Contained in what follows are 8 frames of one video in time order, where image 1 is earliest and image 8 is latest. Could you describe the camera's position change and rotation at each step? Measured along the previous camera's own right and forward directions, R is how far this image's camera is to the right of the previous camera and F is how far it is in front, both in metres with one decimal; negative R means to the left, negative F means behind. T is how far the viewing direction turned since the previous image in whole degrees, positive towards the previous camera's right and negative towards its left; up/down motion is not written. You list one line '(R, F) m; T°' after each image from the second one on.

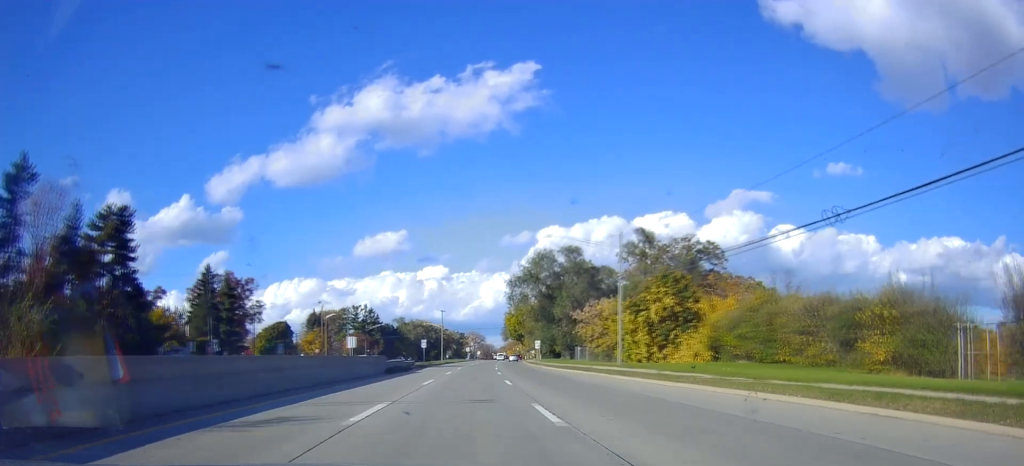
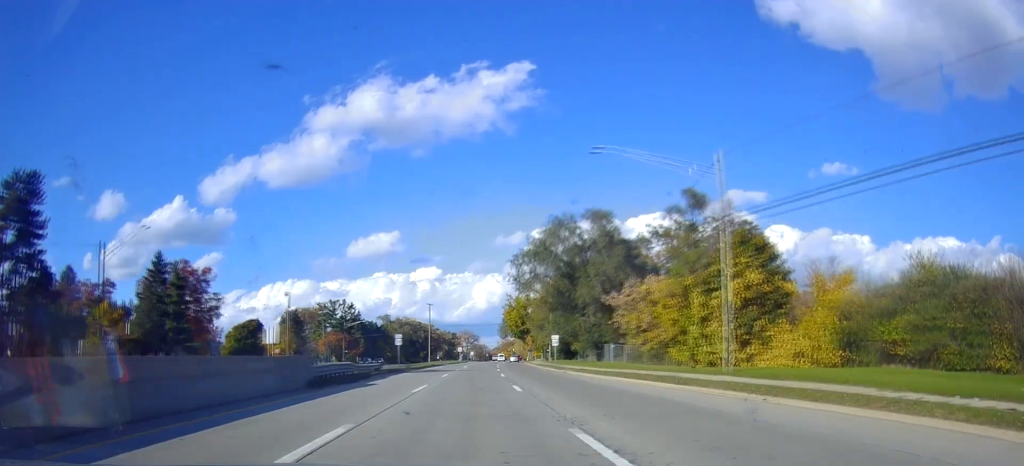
(0.0, +20.6) m; +2°
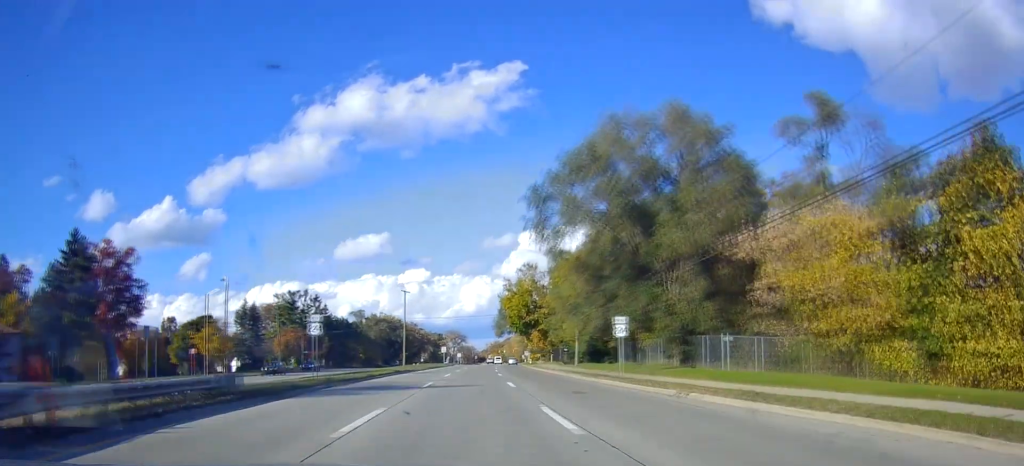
(+1.2, +26.8) m; +2°
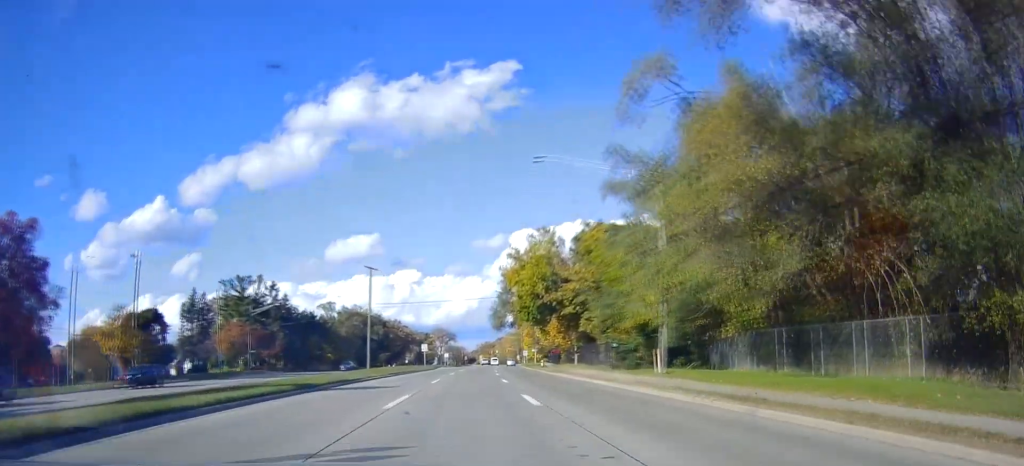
(-0.6, +25.2) m; 0°
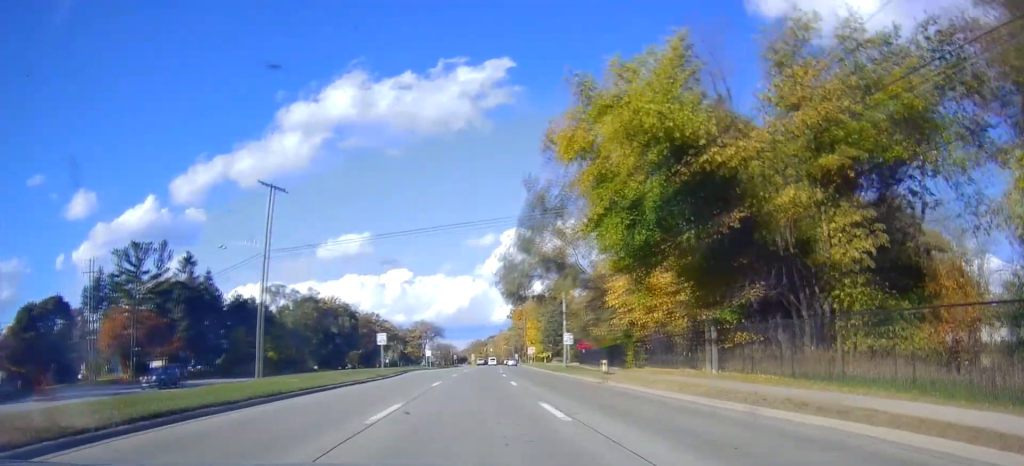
(+1.7, +34.0) m; +3°
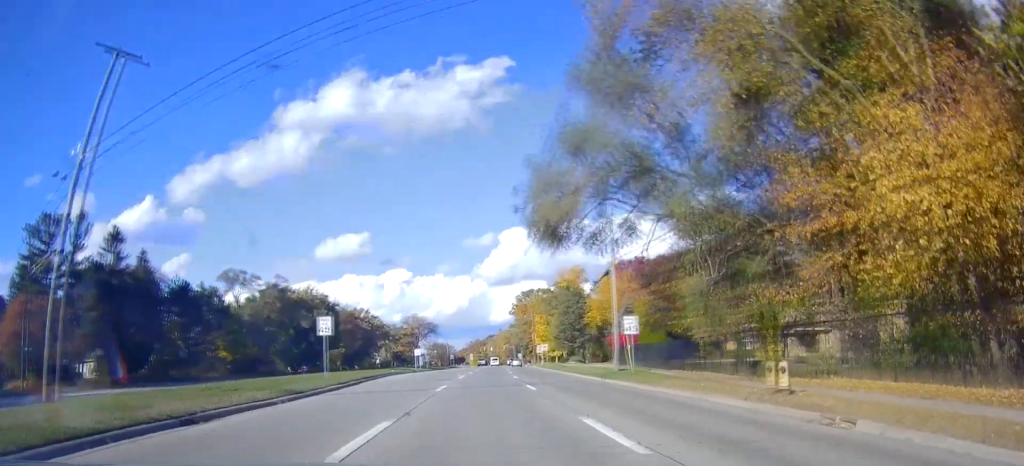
(-0.2, +18.7) m; -1°
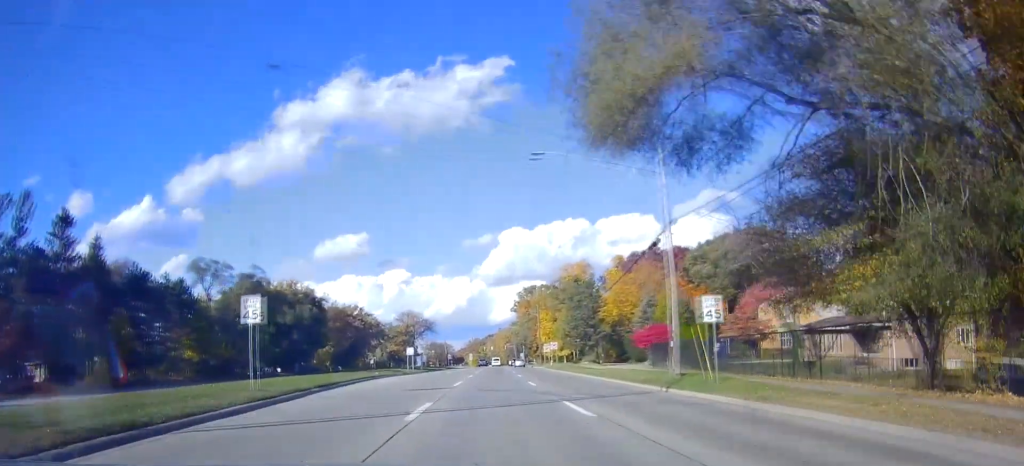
(-0.3, +10.4) m; -1°
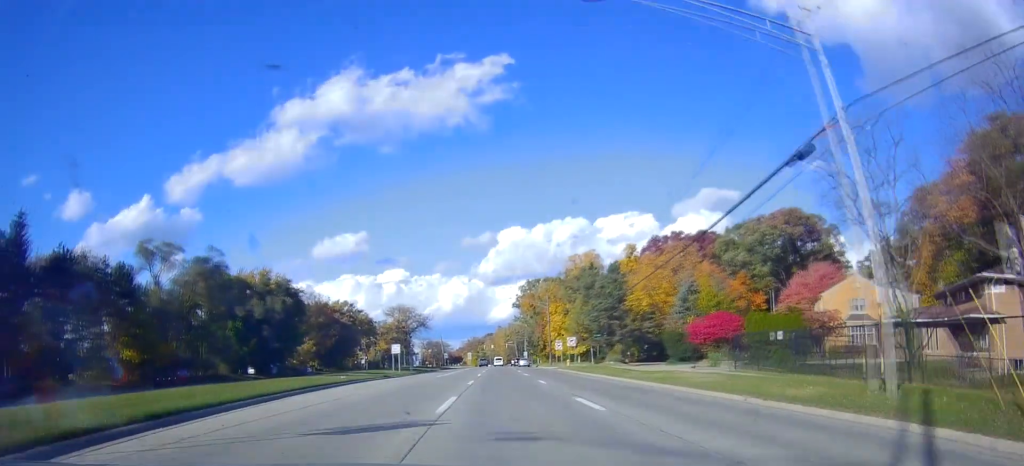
(+0.2, +13.7) m; -1°
